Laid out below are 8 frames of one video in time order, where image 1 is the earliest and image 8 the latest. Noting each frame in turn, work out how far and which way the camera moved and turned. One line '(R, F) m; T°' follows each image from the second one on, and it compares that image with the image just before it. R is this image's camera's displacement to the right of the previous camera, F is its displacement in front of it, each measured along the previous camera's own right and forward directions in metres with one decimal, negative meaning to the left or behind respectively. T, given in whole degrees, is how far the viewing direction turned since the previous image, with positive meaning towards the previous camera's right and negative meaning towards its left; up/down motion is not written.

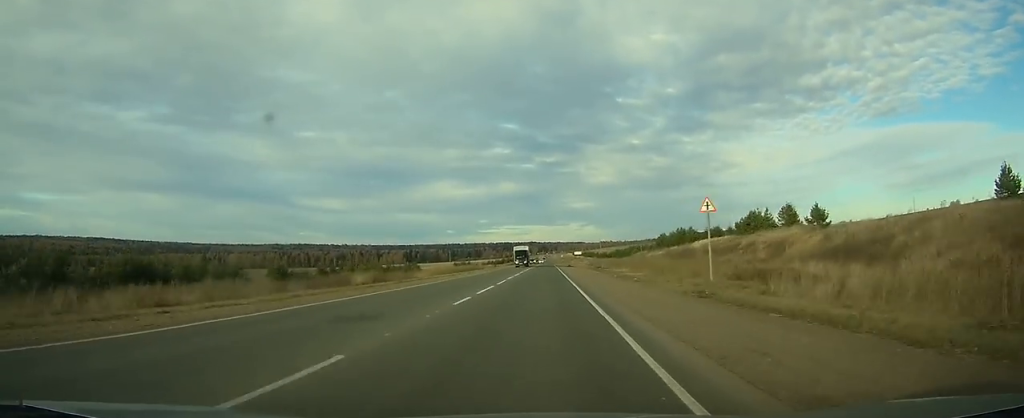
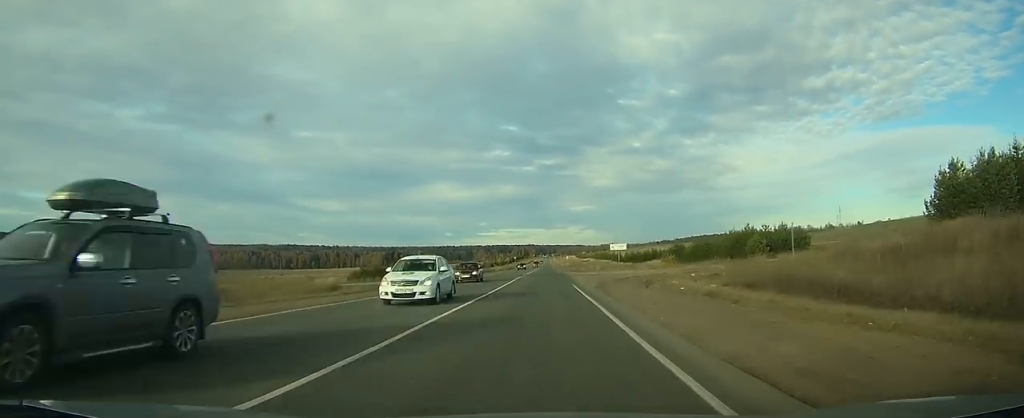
(+0.3, +116.2) m; 0°
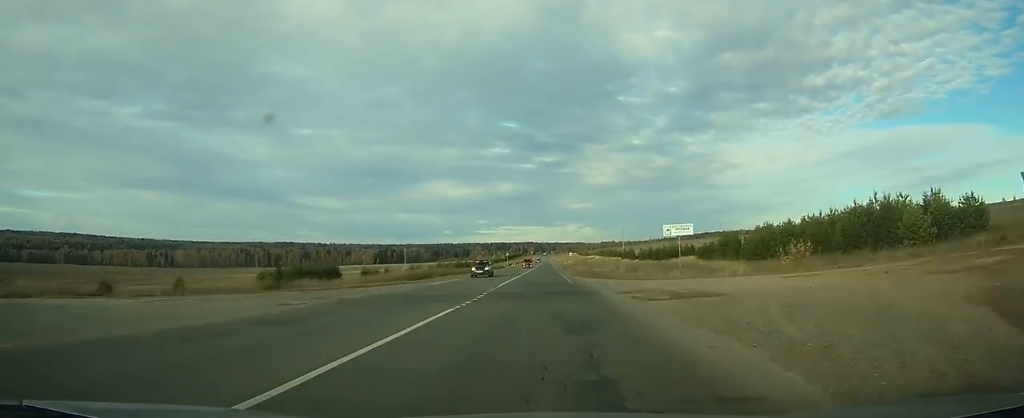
(0.0, +37.9) m; 0°
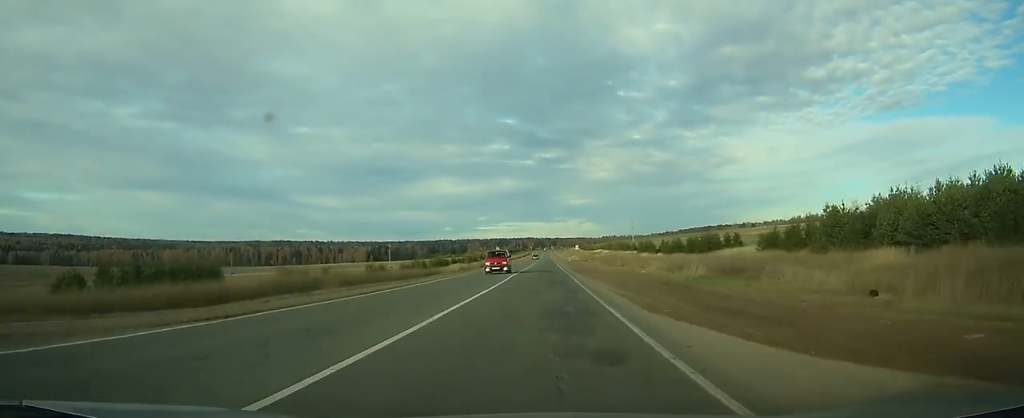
(0.0, +36.0) m; 0°
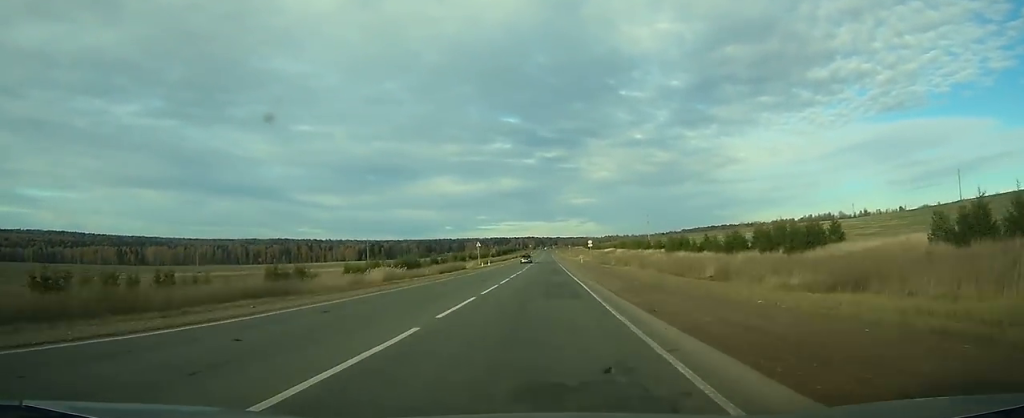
(0.0, +41.5) m; 0°
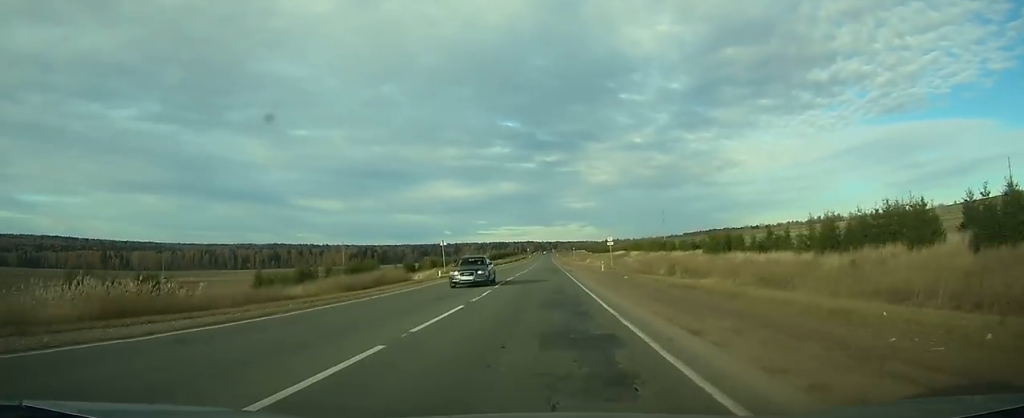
(0.0, +33.8) m; 0°
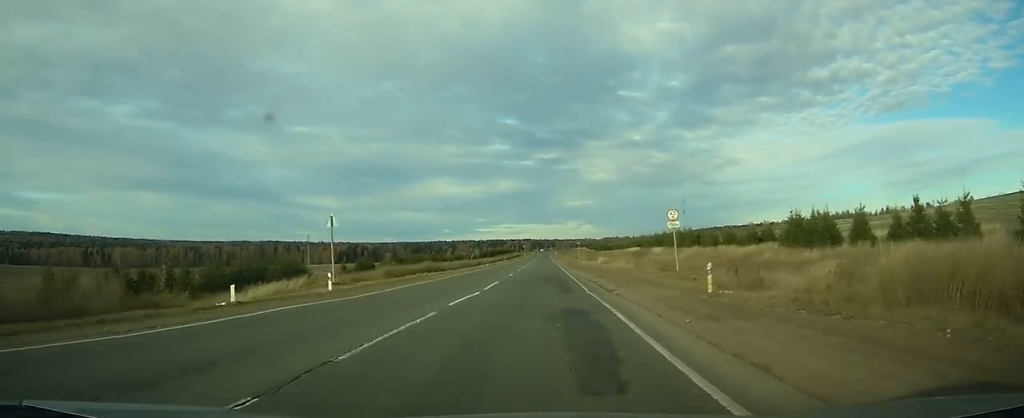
(0.0, +35.7) m; 0°
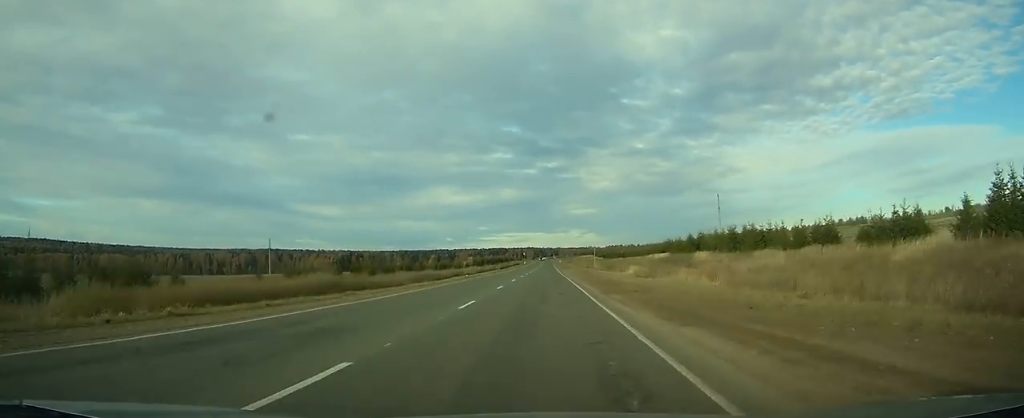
(+0.1, +33.8) m; 0°
